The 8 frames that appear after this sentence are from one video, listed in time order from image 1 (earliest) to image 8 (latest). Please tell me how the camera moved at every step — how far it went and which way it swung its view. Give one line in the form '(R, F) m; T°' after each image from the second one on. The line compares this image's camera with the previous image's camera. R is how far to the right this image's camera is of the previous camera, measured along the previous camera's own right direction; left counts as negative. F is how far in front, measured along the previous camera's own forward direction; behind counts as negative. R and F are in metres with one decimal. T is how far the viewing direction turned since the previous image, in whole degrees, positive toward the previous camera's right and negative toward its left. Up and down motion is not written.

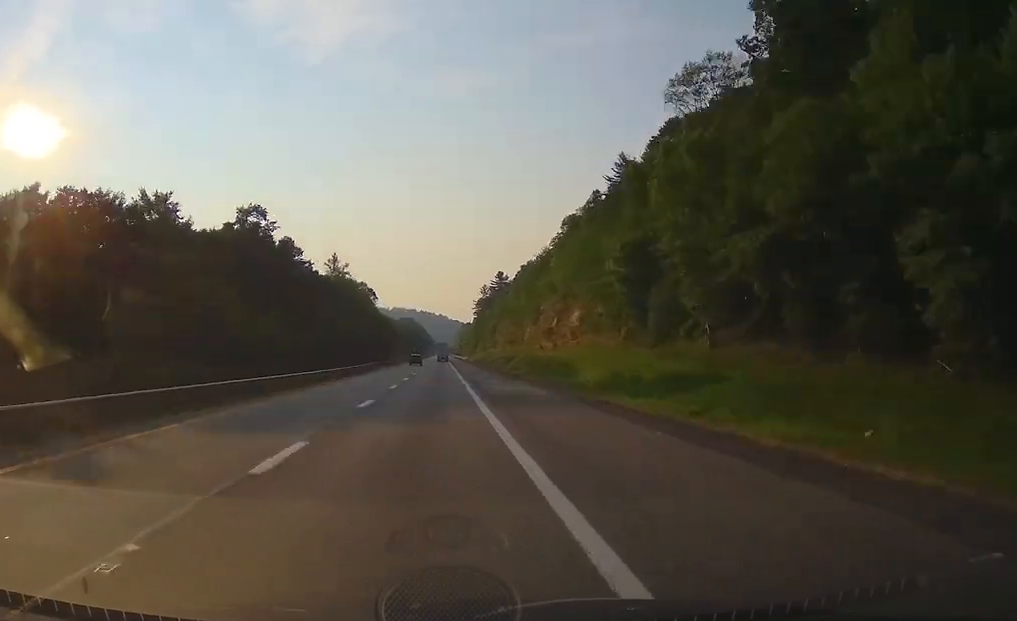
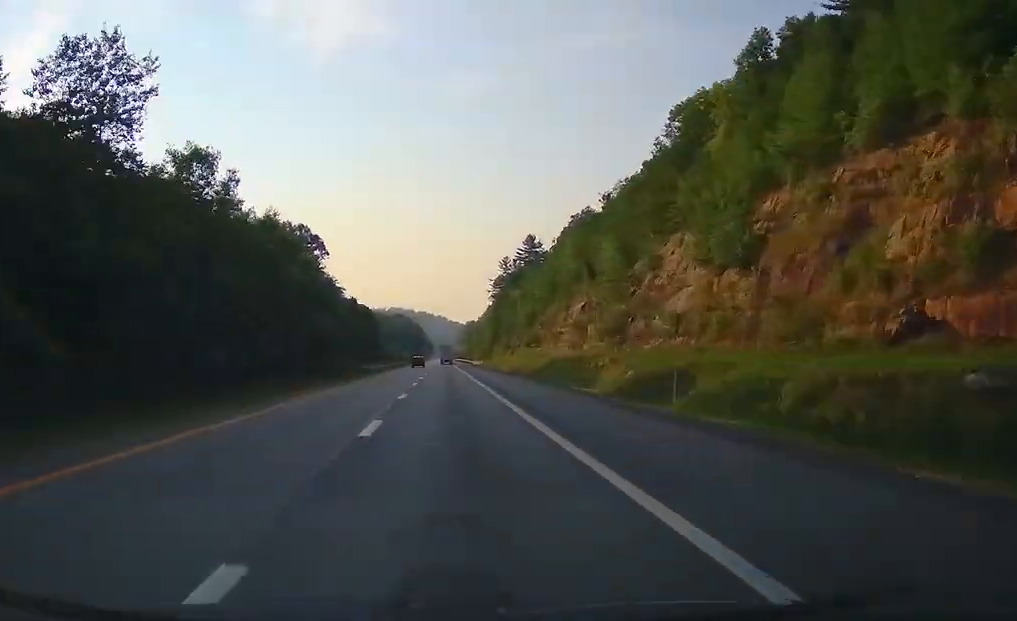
(+0.2, +84.1) m; 0°
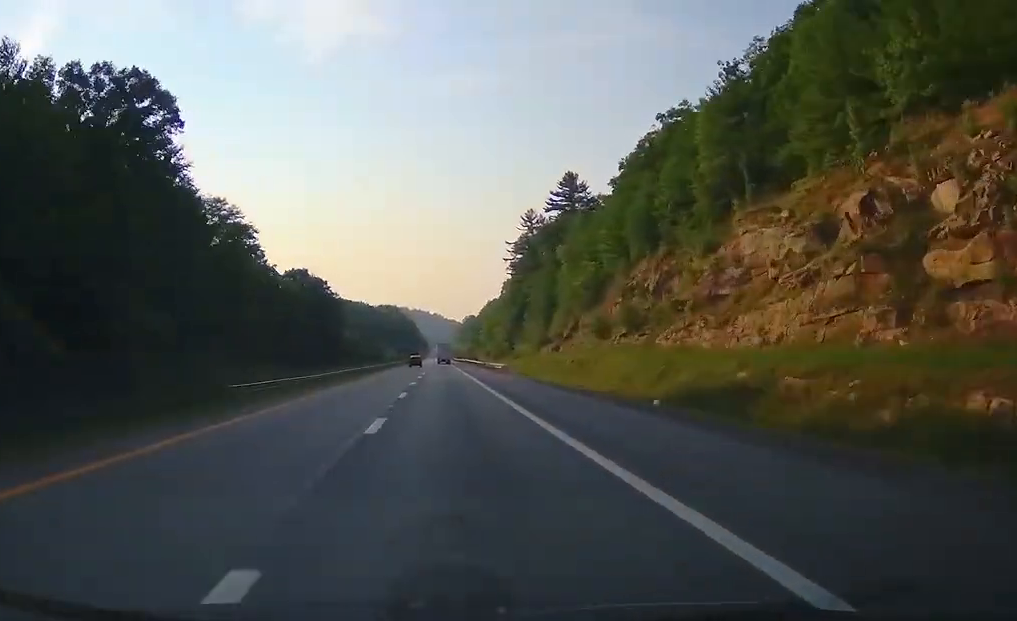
(0.0, +50.1) m; 0°
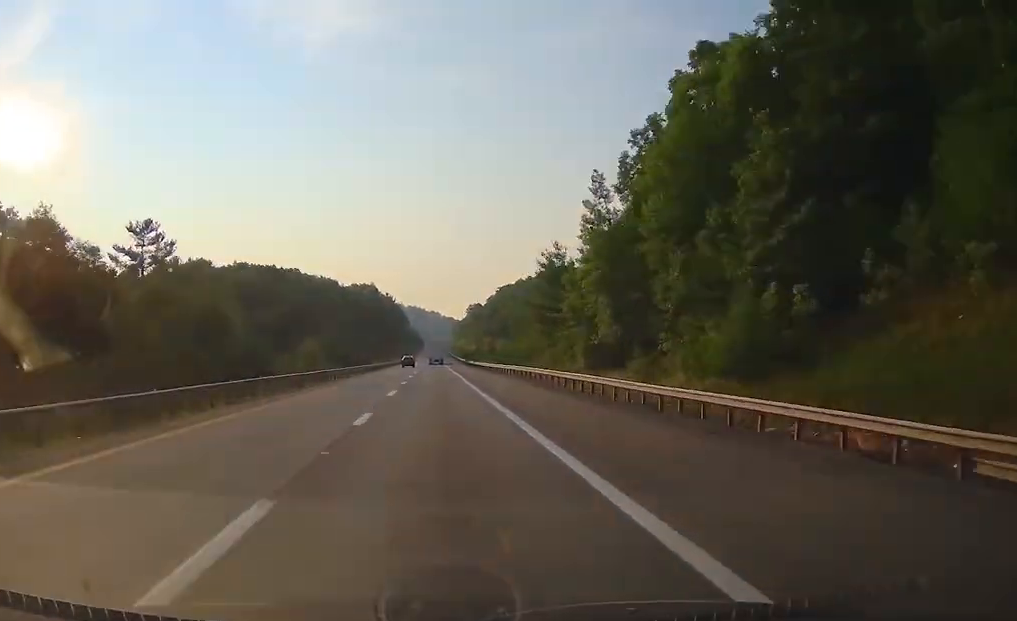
(+0.4, +128.8) m; 0°
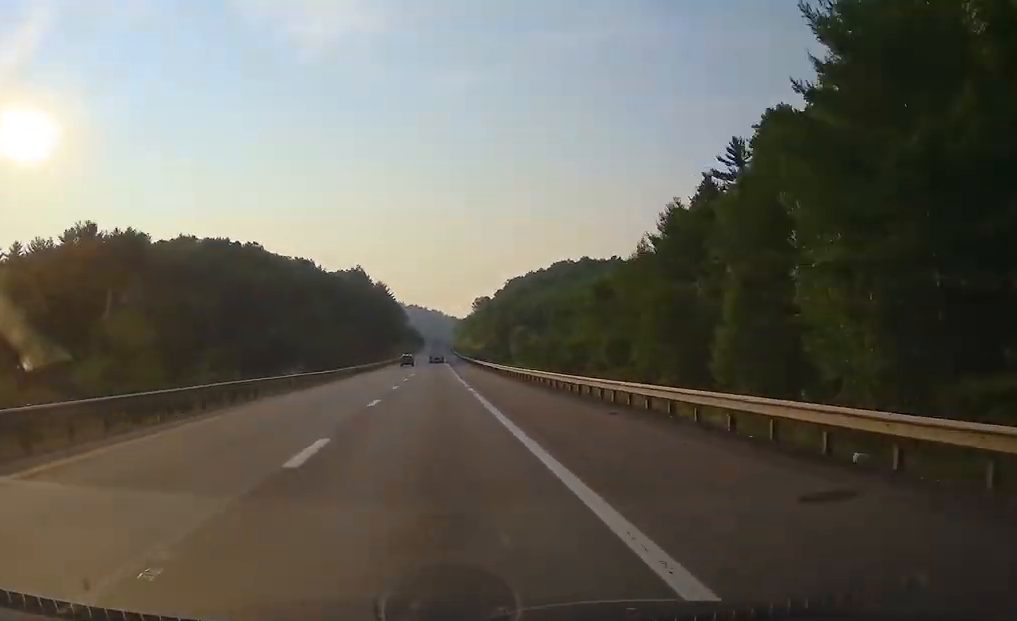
(+0.1, +65.2) m; 0°
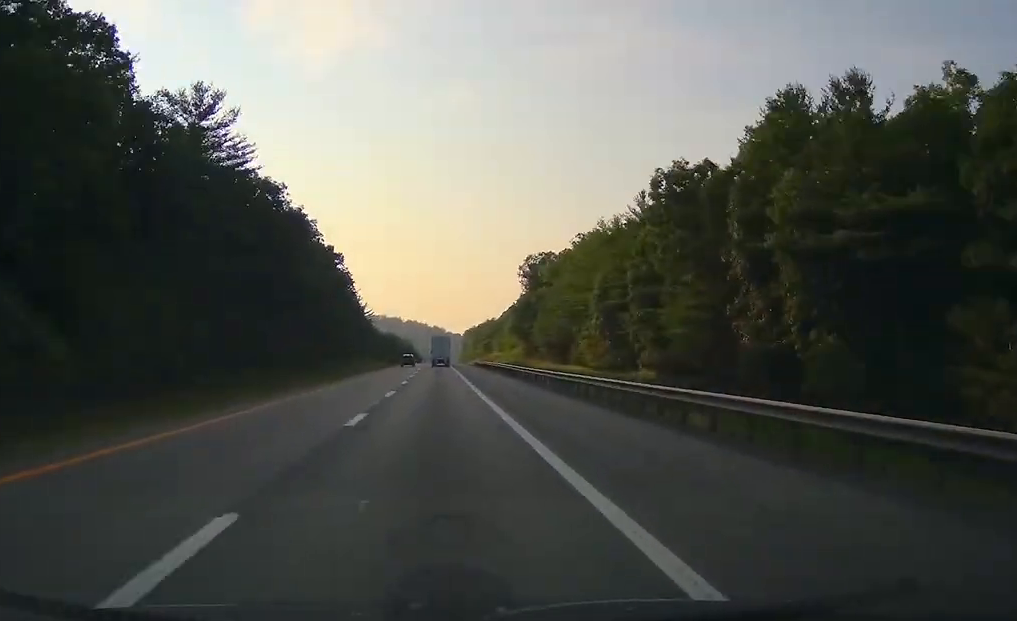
(-0.3, +304.7) m; 0°
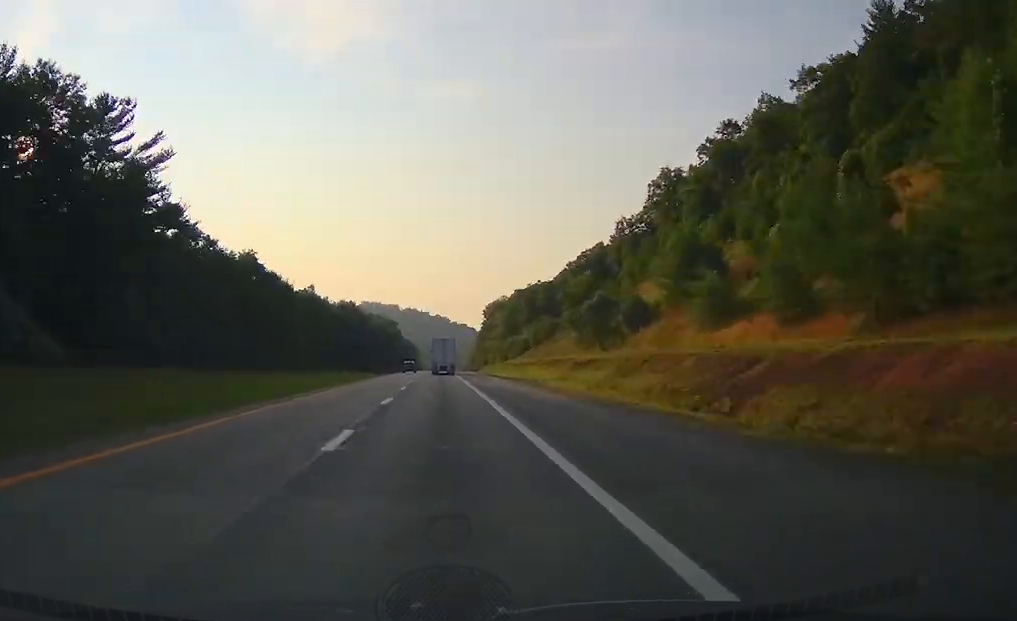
(-0.3, +205.2) m; 0°
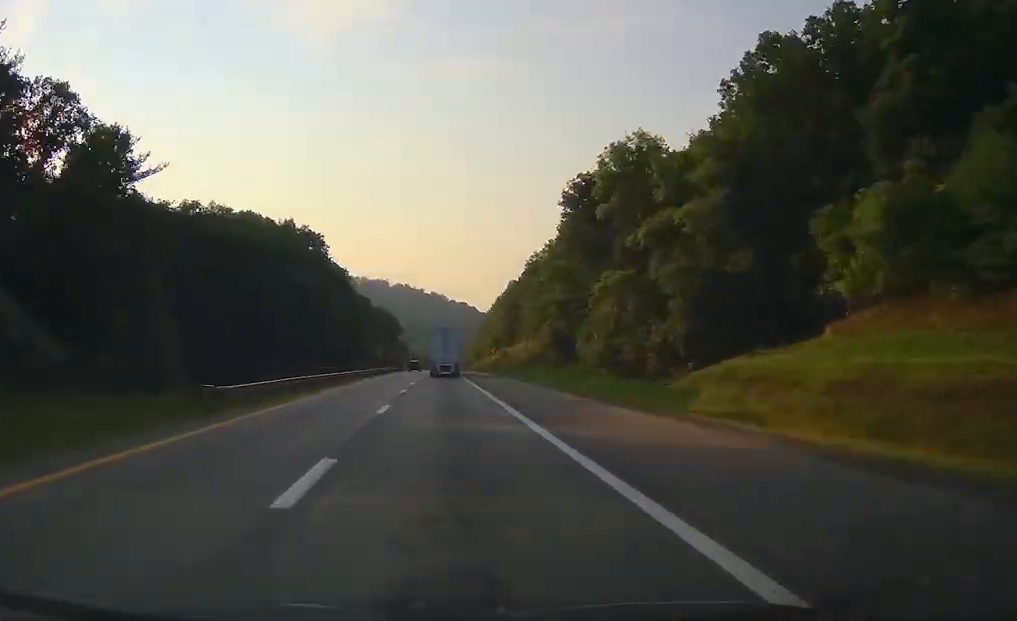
(+0.4, +179.2) m; 0°
